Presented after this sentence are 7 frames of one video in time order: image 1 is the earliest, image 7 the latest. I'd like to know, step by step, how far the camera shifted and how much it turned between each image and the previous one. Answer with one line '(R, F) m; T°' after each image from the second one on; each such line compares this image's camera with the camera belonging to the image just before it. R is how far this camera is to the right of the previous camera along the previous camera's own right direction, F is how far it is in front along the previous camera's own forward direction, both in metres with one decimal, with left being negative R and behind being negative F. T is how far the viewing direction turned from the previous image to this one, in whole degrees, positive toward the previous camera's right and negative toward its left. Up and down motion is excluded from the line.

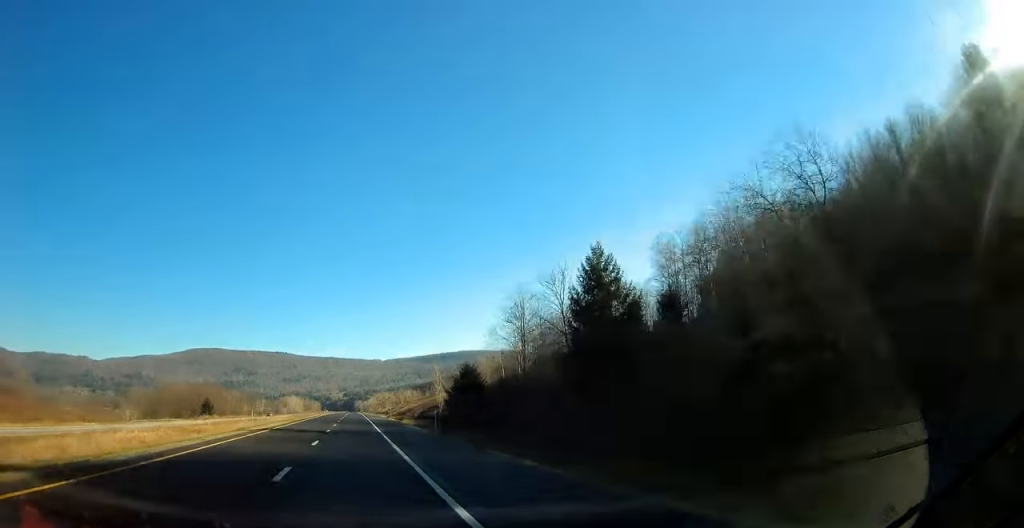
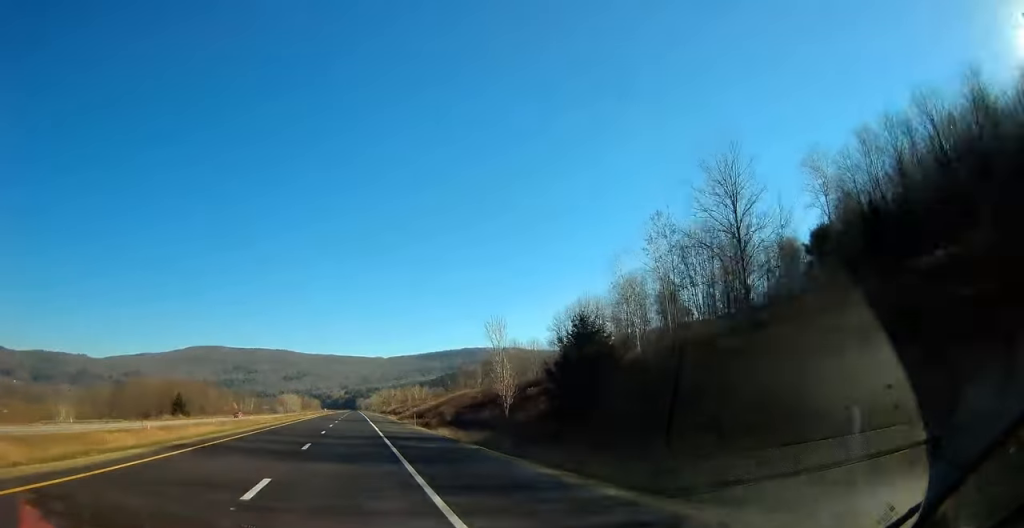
(+0.1, +39.5) m; 0°
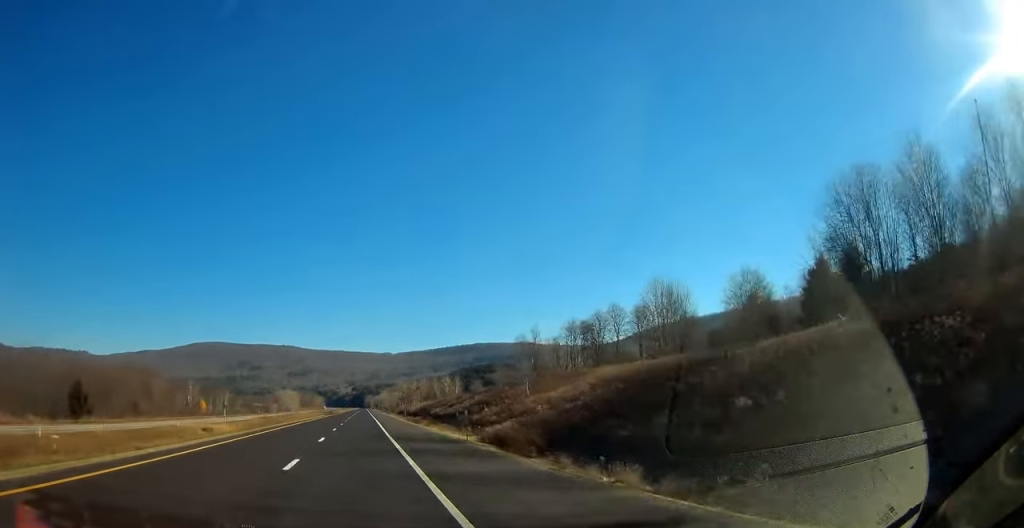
(-0.8, +80.6) m; -1°
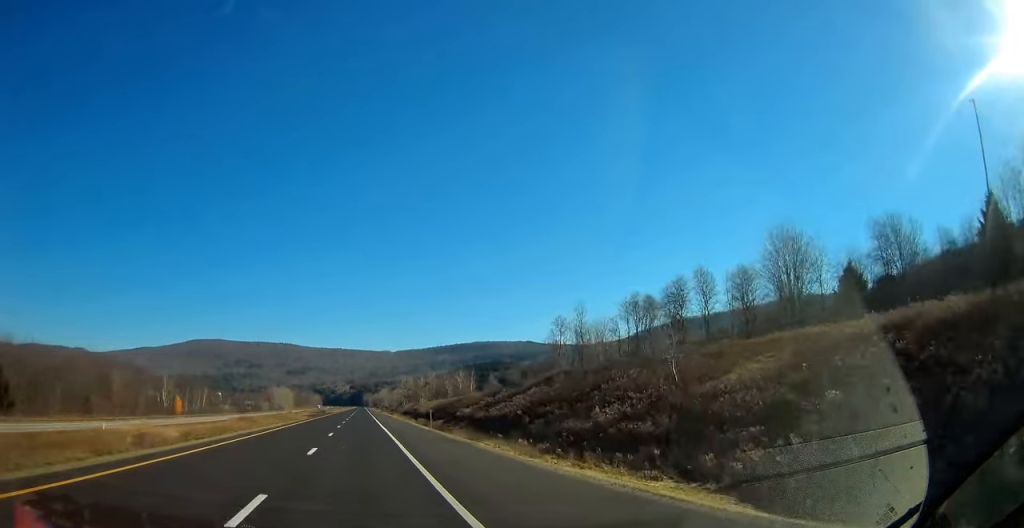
(-0.3, +31.8) m; 0°
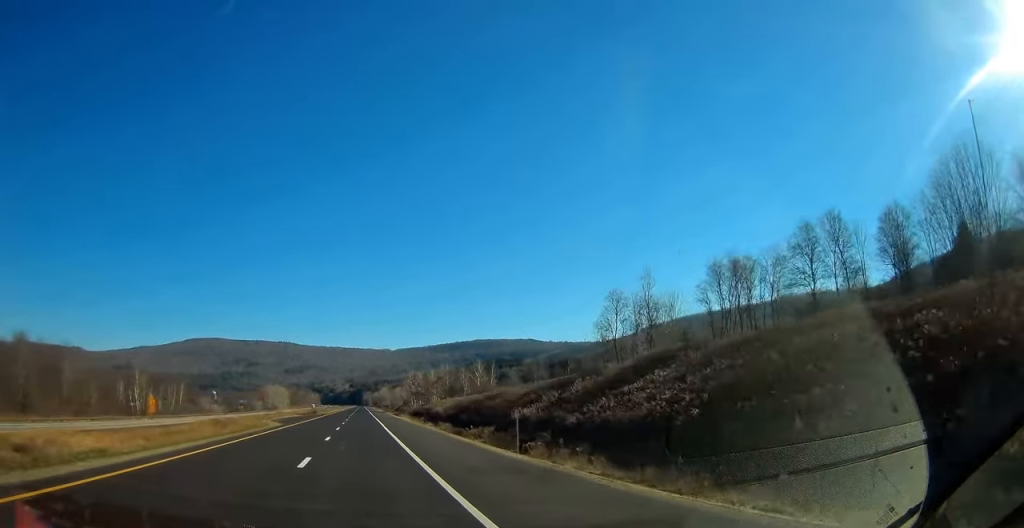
(+0.2, +28.5) m; 0°
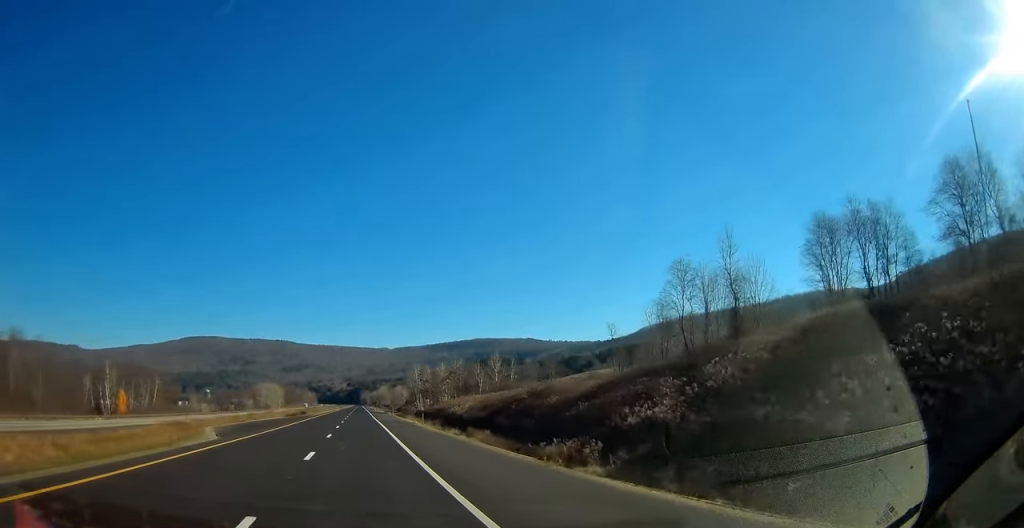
(-0.1, +22.4) m; 0°
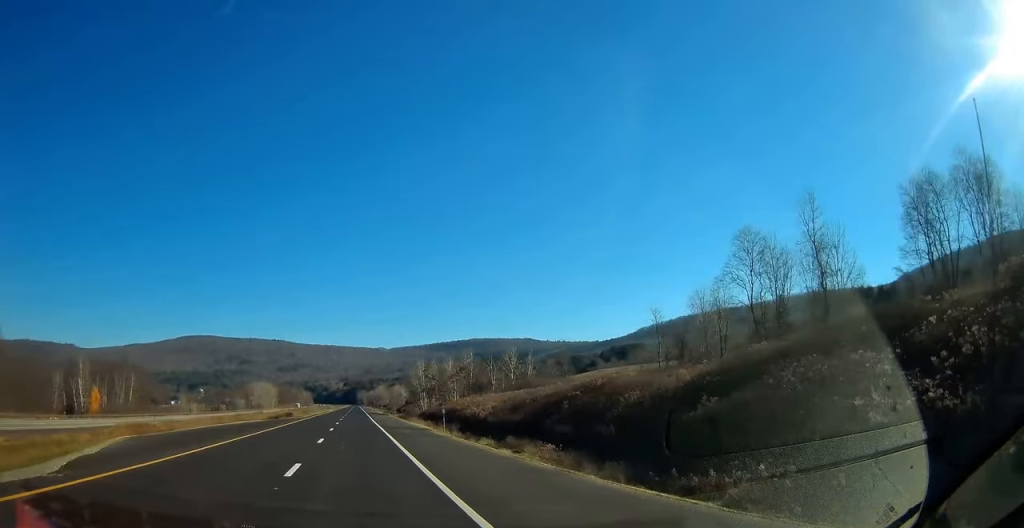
(-0.2, +16.3) m; 0°
